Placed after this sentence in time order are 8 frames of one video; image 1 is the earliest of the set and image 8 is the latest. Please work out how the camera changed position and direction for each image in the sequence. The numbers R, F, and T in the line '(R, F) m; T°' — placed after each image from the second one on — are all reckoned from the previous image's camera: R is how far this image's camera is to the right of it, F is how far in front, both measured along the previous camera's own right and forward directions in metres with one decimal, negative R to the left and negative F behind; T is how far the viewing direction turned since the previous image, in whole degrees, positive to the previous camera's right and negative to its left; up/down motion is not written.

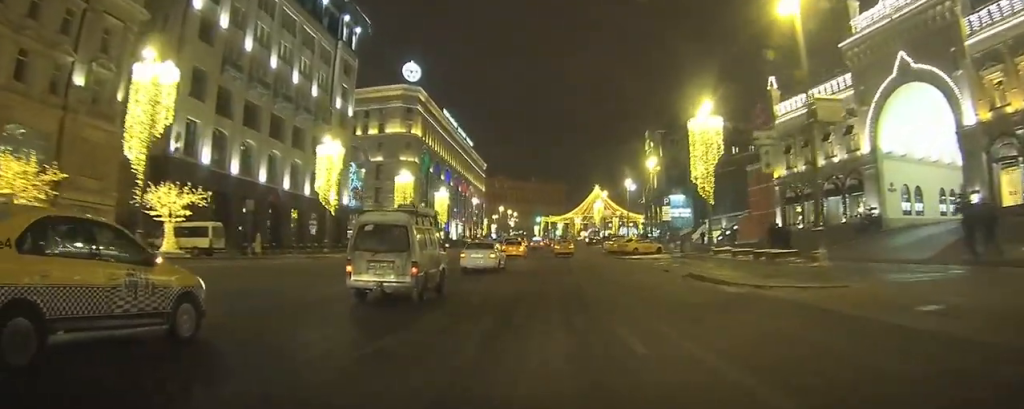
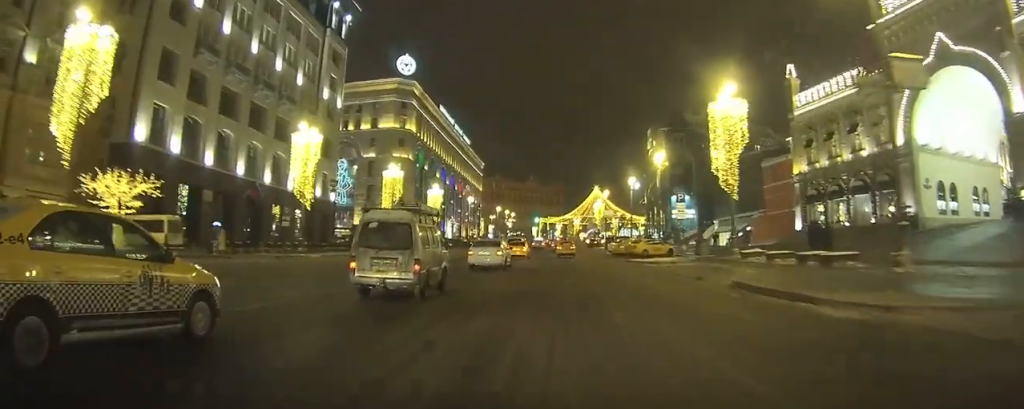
(0.0, +5.3) m; 0°
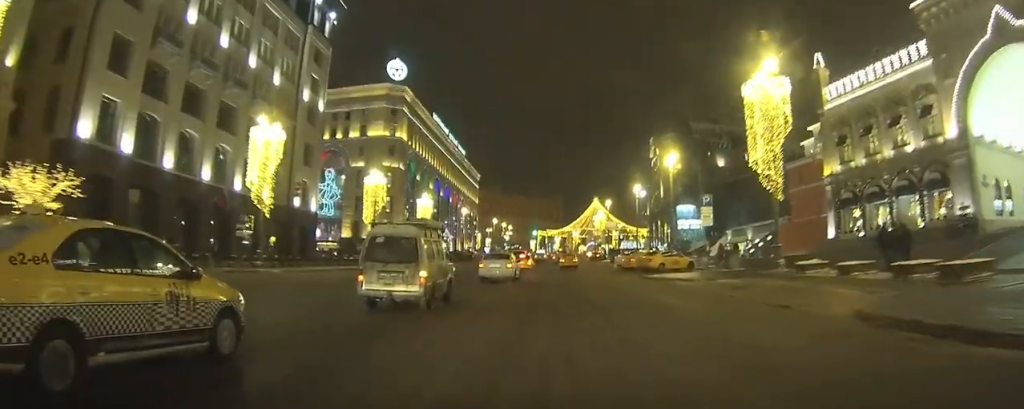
(0.0, +7.3) m; +1°
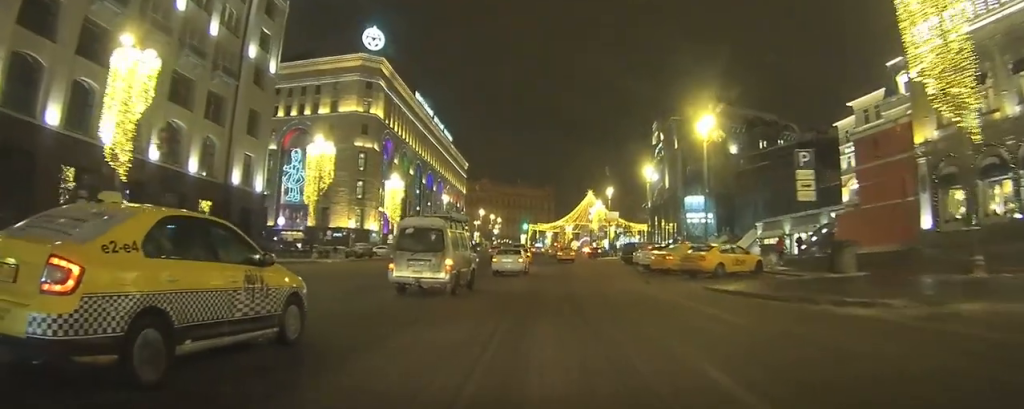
(+0.2, +15.8) m; +2°
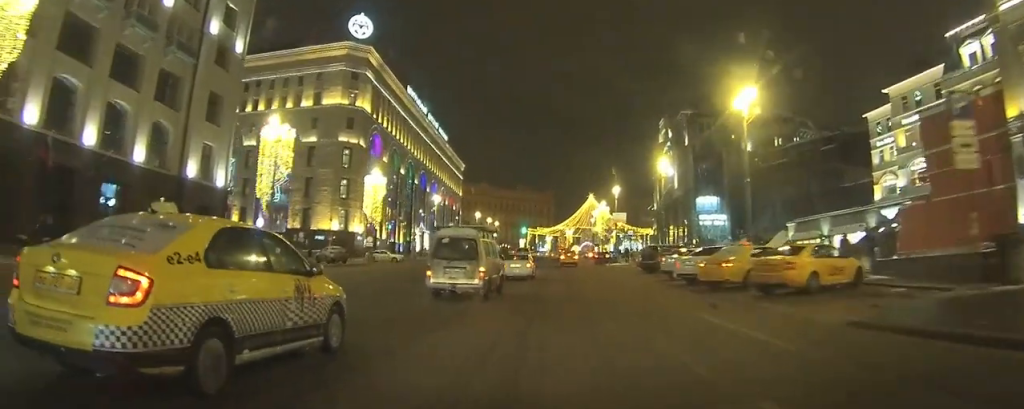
(+0.1, +10.2) m; +2°
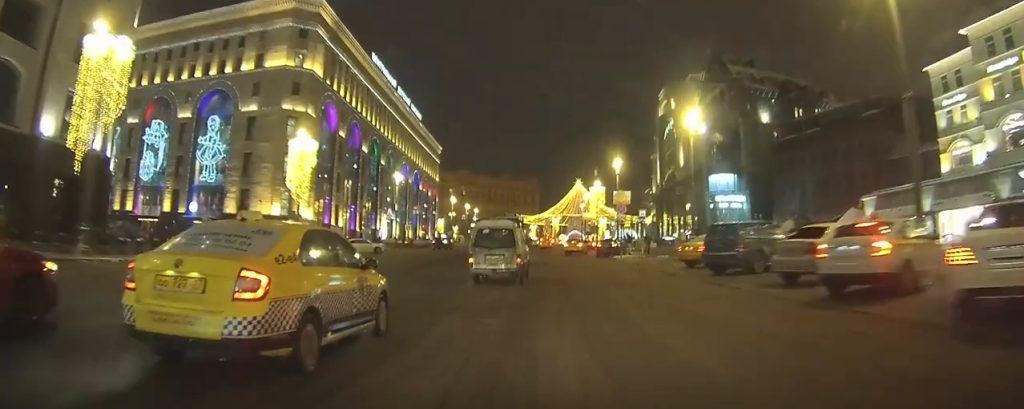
(+0.4, +18.5) m; +1°
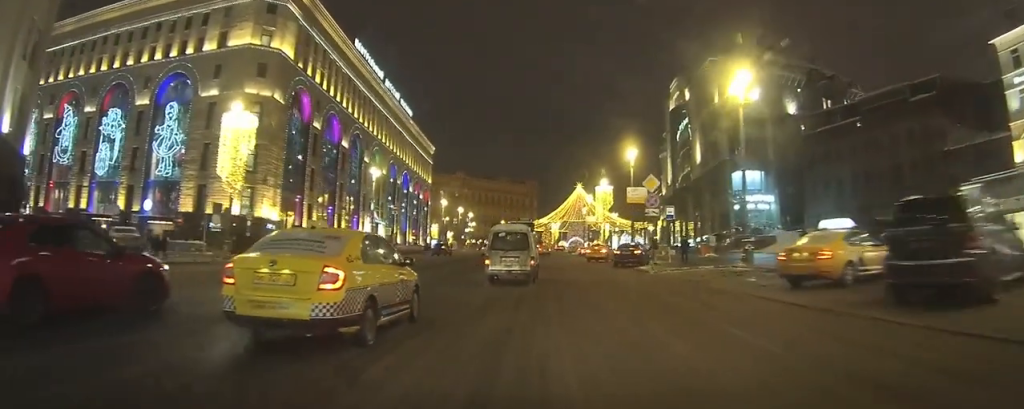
(-0.1, +10.2) m; -1°
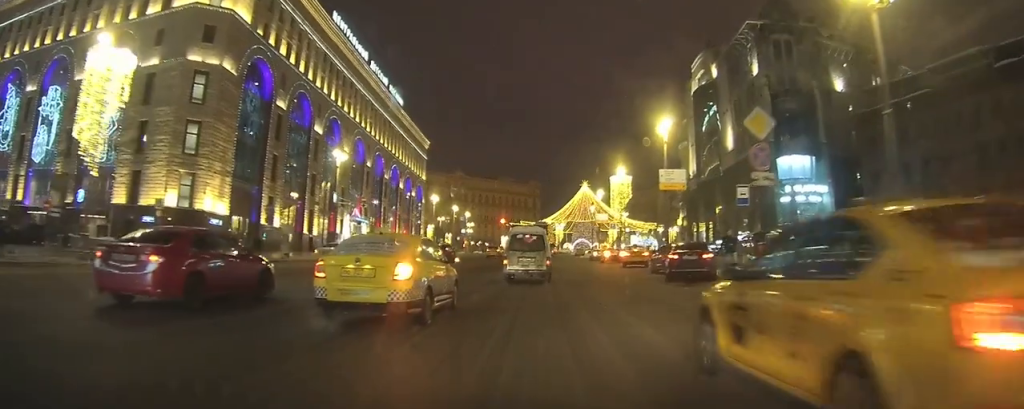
(0.0, +13.5) m; 0°
